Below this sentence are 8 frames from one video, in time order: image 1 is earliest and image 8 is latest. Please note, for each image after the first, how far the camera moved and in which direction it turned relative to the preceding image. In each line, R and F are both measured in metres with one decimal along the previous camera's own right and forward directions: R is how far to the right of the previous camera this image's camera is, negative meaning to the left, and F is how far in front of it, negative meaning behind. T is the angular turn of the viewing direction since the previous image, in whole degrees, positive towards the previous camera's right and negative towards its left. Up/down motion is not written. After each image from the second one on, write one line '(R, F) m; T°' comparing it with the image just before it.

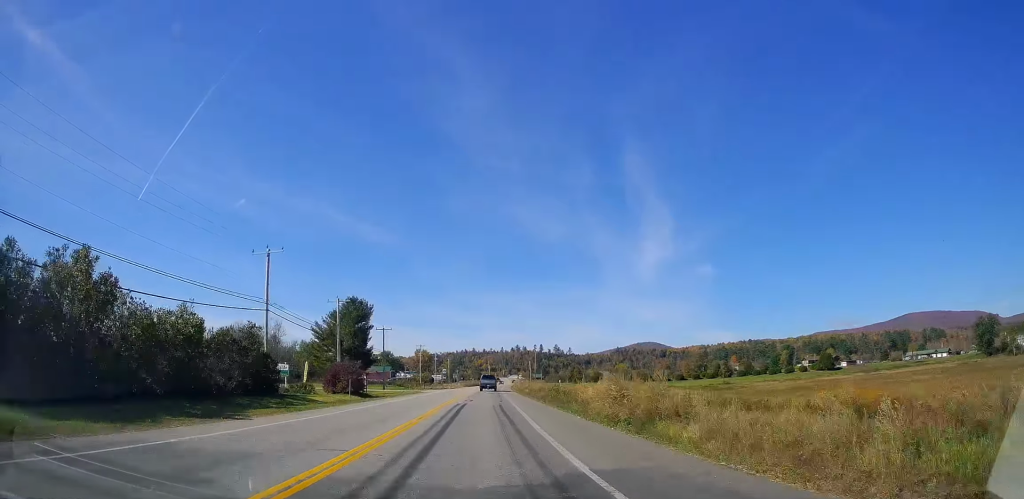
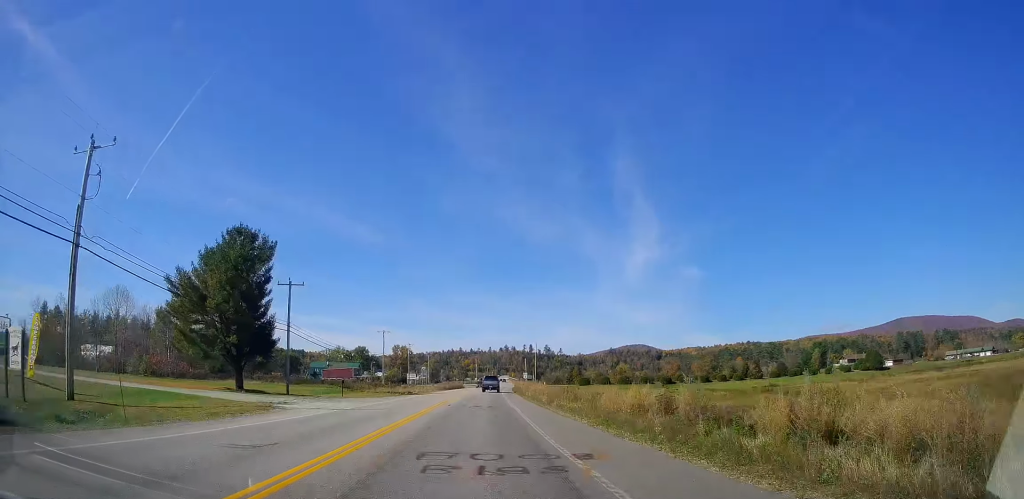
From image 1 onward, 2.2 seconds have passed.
(+0.8, +50.1) m; +1°
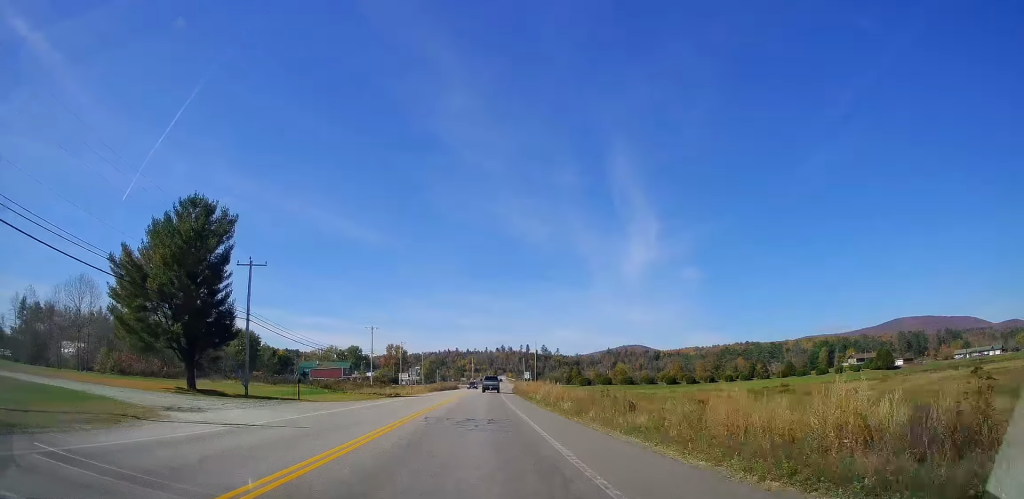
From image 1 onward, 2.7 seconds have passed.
(0.0, +10.5) m; 0°
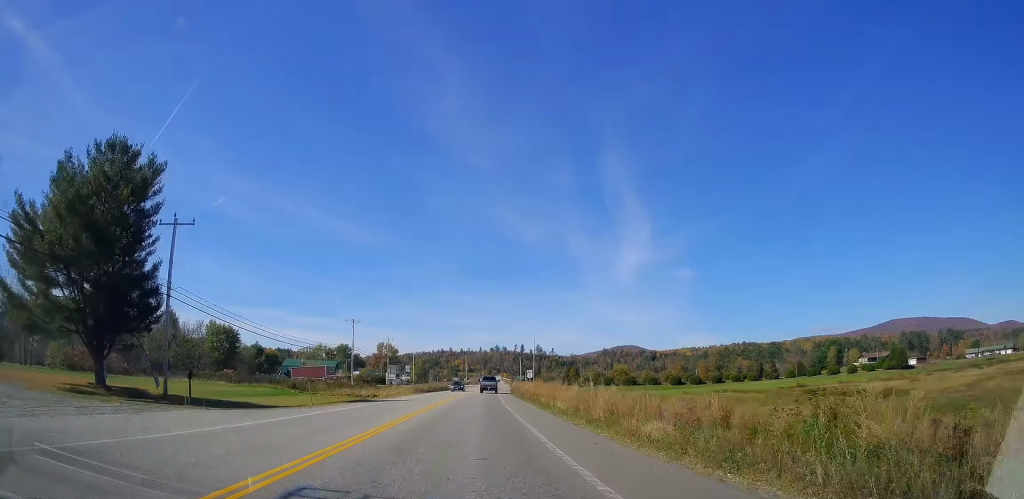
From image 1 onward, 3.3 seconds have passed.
(0.0, +13.5) m; 0°
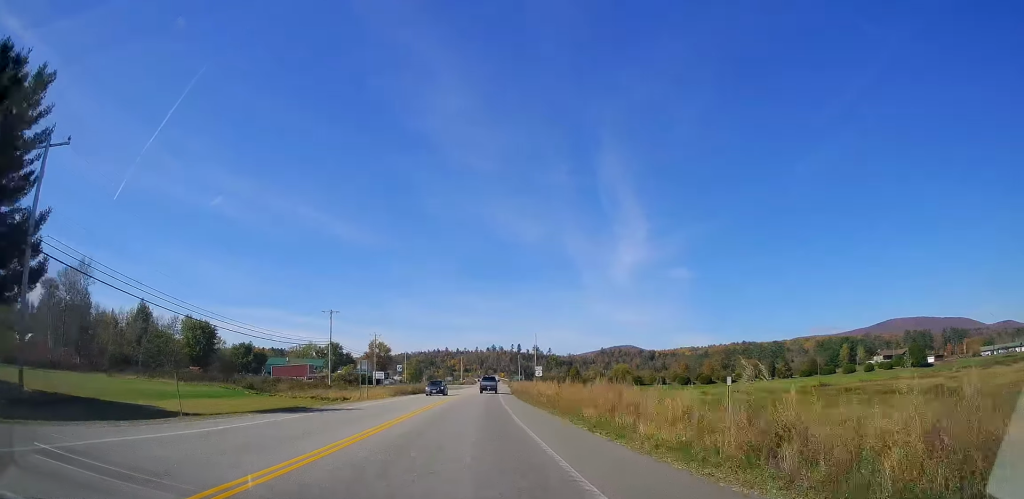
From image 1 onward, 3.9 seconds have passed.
(0.0, +14.4) m; 0°
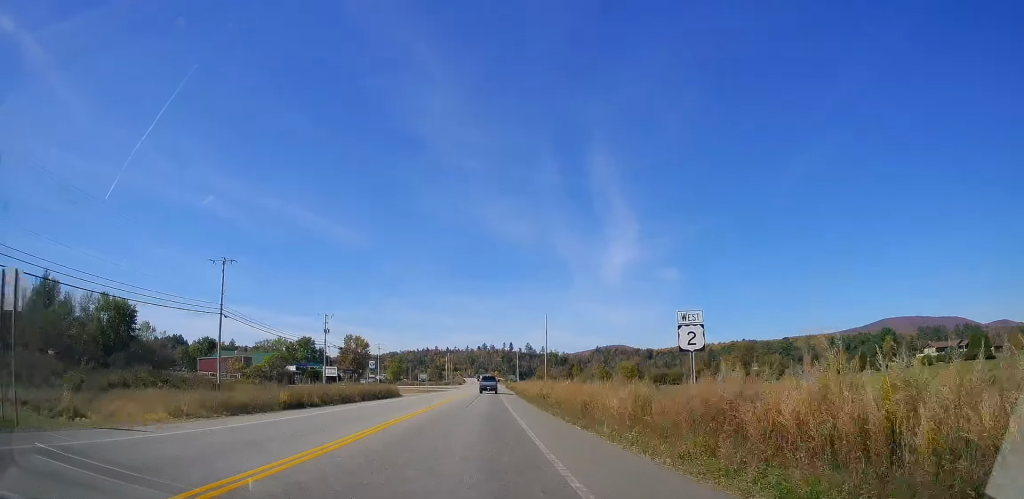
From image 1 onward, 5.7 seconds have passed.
(+0.3, +39.9) m; +2°
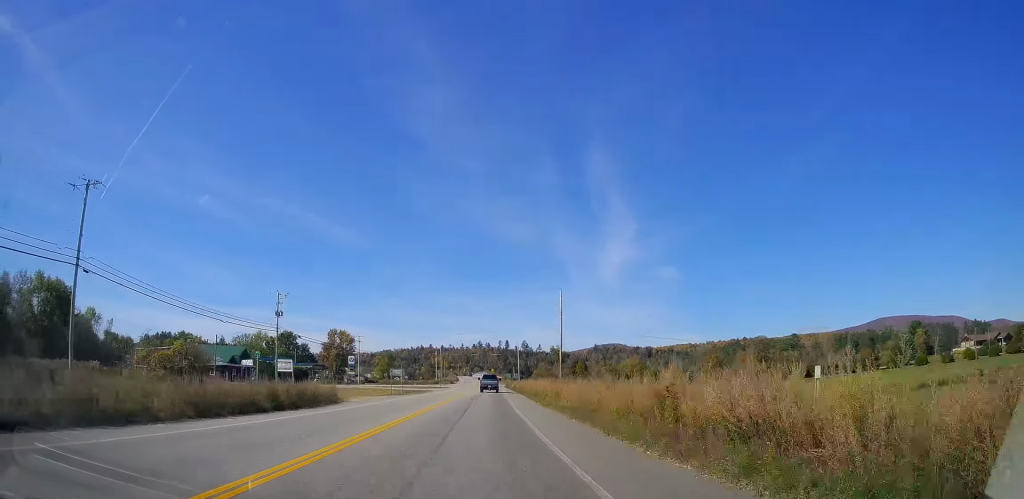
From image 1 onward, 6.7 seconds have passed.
(+0.4, +23.4) m; +1°
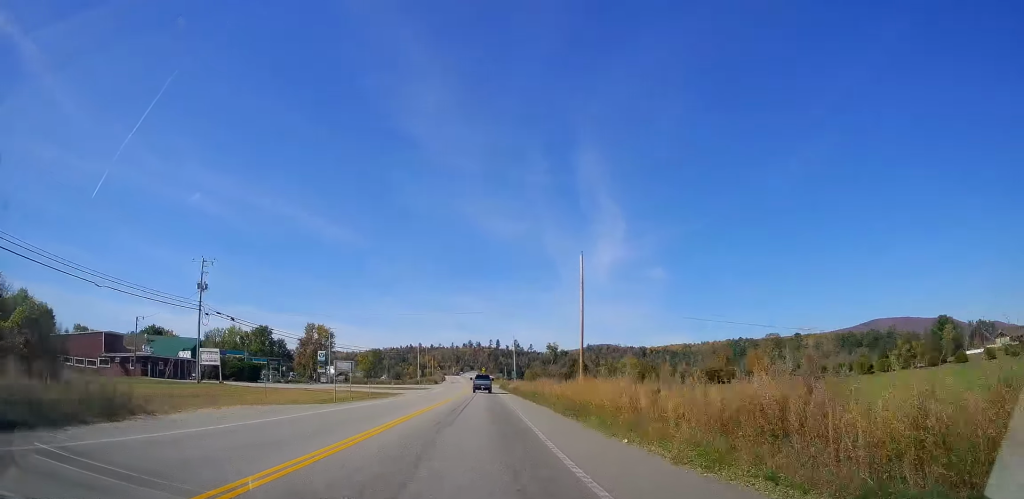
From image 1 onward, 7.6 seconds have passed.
(0.0, +22.3) m; 0°
